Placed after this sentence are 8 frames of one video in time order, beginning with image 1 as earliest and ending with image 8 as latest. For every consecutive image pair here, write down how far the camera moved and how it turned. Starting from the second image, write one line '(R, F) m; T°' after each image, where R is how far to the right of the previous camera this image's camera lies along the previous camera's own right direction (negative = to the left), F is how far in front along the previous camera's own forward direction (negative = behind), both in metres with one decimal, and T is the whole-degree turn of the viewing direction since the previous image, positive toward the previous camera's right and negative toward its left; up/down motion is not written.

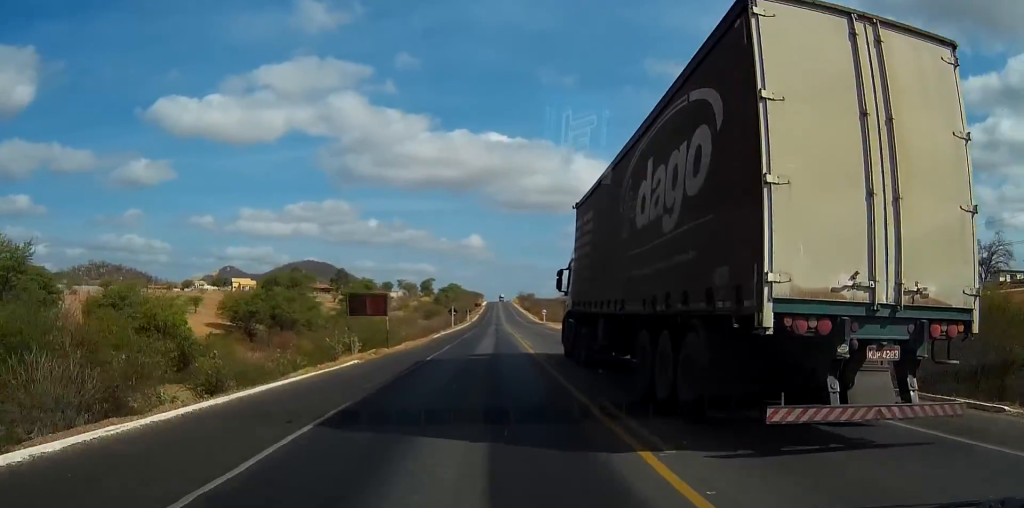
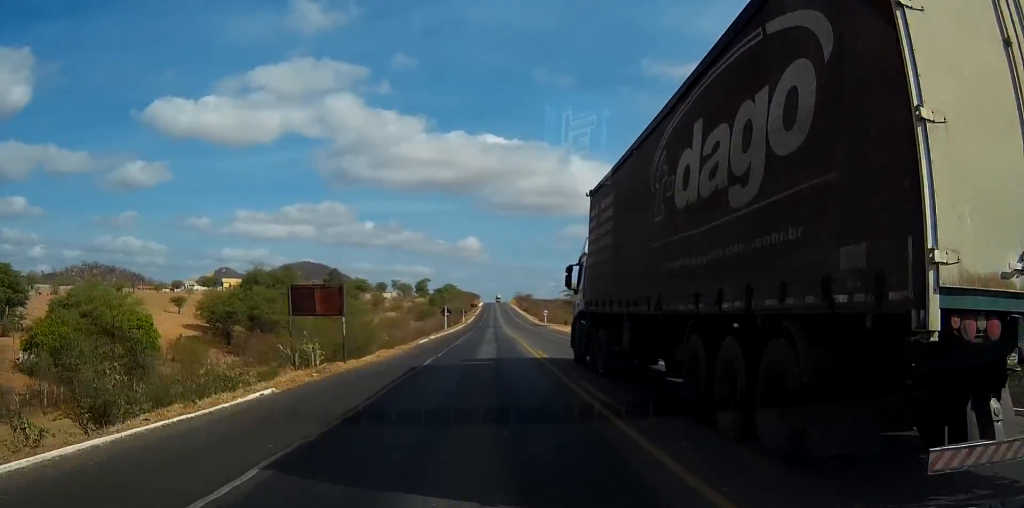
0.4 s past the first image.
(+0.1, +9.7) m; +1°
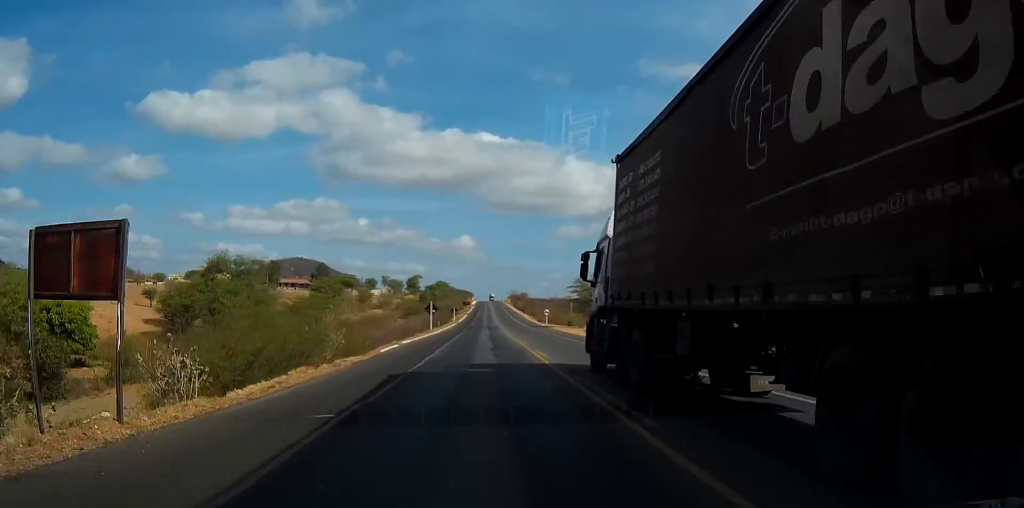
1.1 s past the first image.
(0.0, +14.7) m; 0°
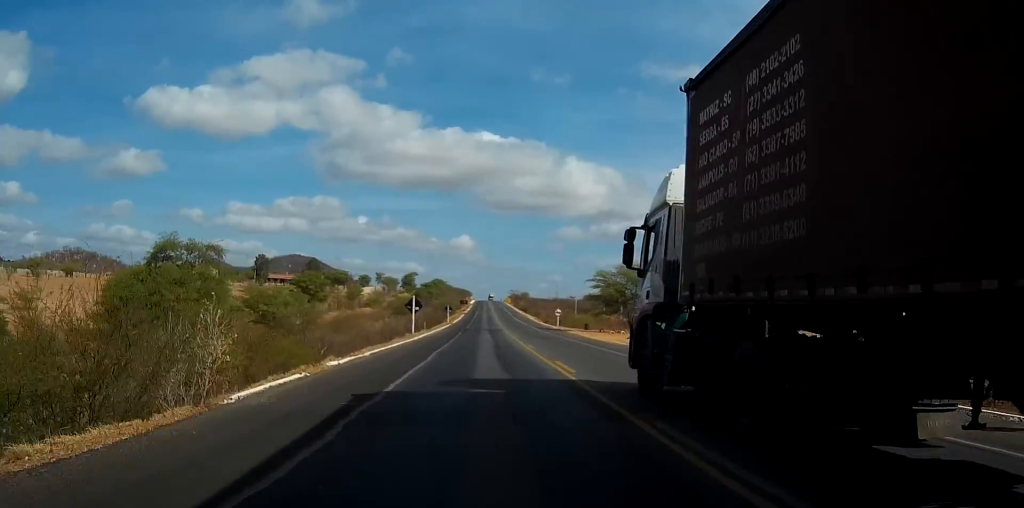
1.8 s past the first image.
(+0.1, +18.2) m; +1°
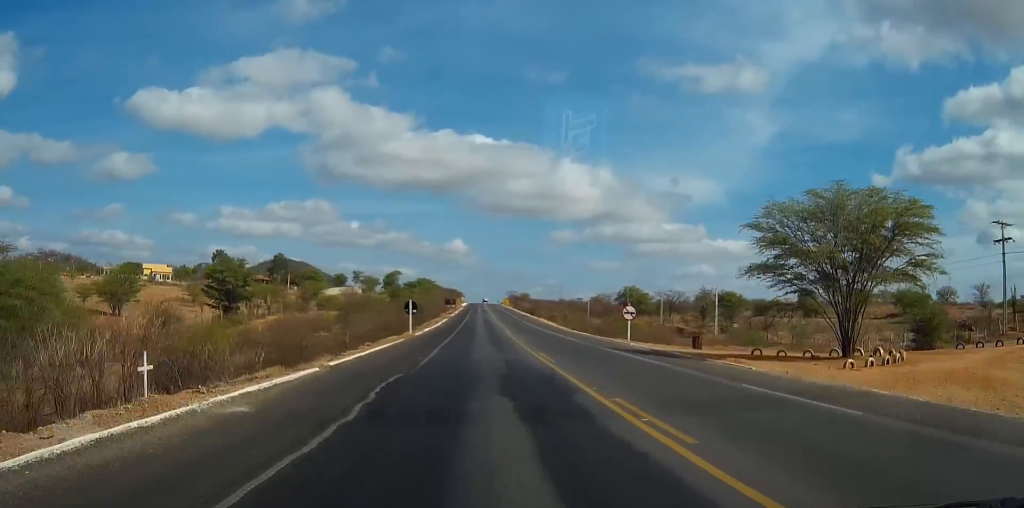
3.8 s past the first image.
(+0.1, +48.2) m; 0°
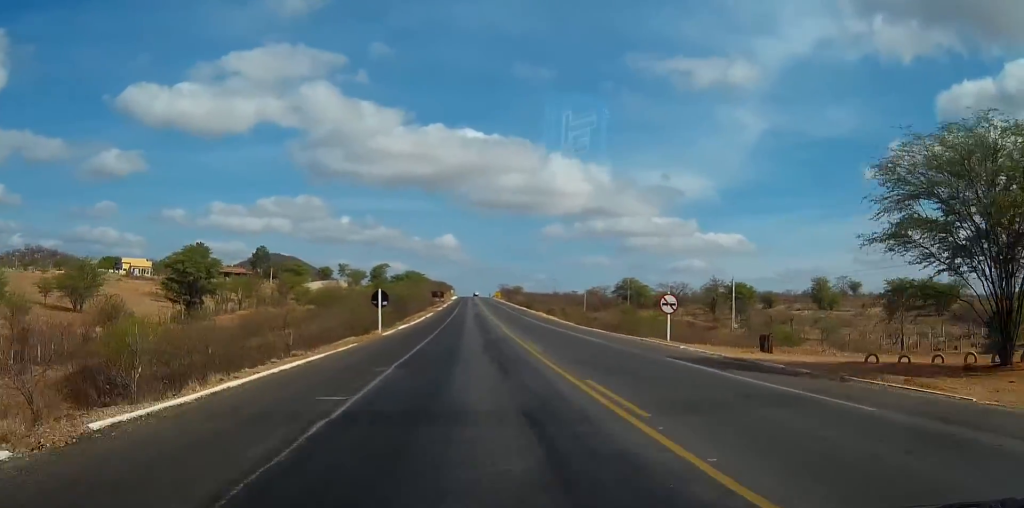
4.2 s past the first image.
(-0.2, +12.1) m; 0°
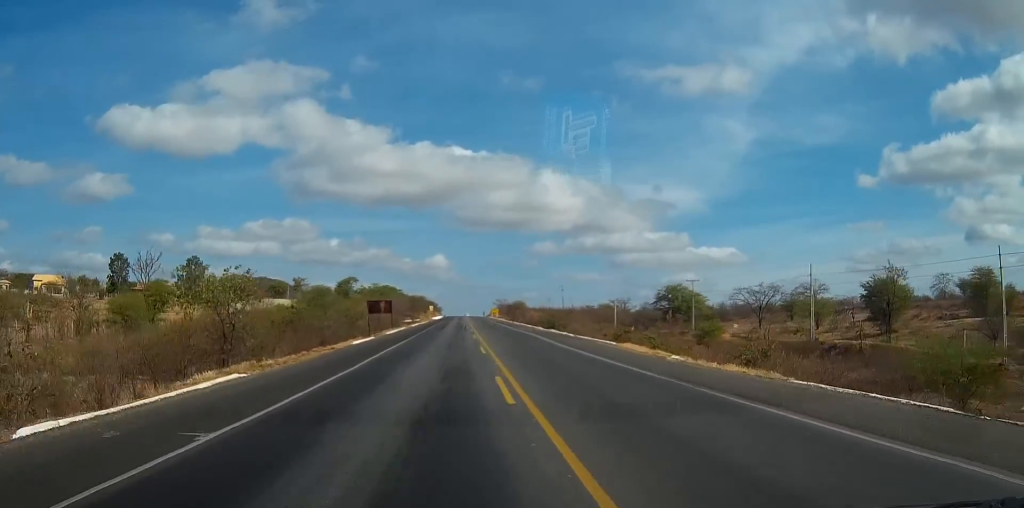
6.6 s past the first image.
(+0.9, +62.3) m; +2°
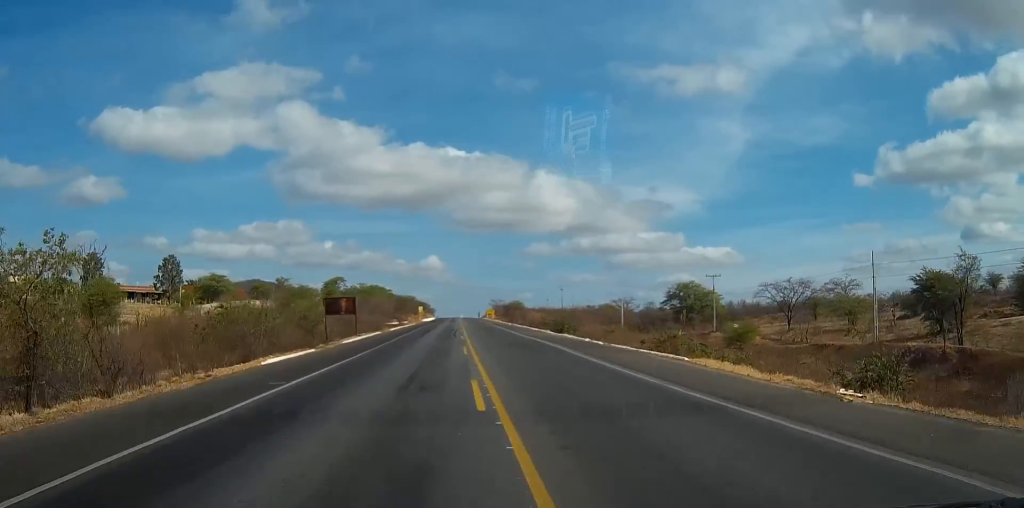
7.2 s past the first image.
(+0.1, +14.2) m; 0°
